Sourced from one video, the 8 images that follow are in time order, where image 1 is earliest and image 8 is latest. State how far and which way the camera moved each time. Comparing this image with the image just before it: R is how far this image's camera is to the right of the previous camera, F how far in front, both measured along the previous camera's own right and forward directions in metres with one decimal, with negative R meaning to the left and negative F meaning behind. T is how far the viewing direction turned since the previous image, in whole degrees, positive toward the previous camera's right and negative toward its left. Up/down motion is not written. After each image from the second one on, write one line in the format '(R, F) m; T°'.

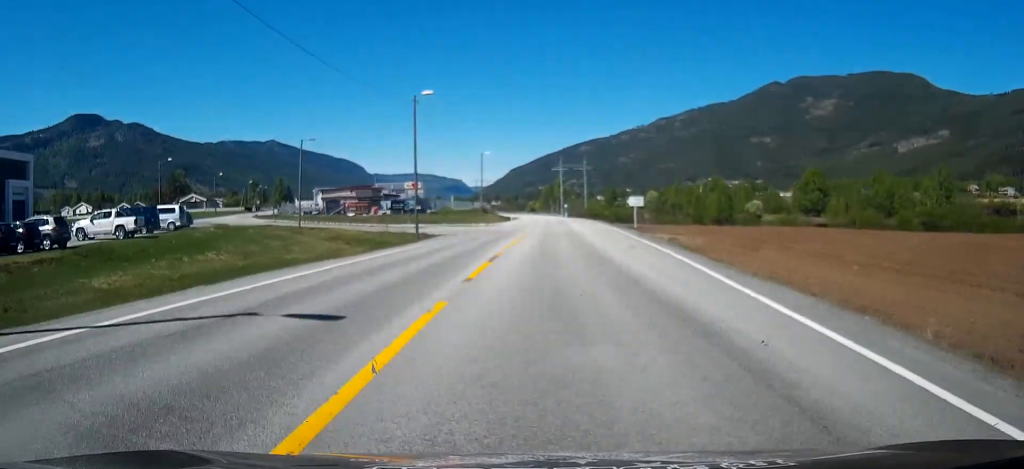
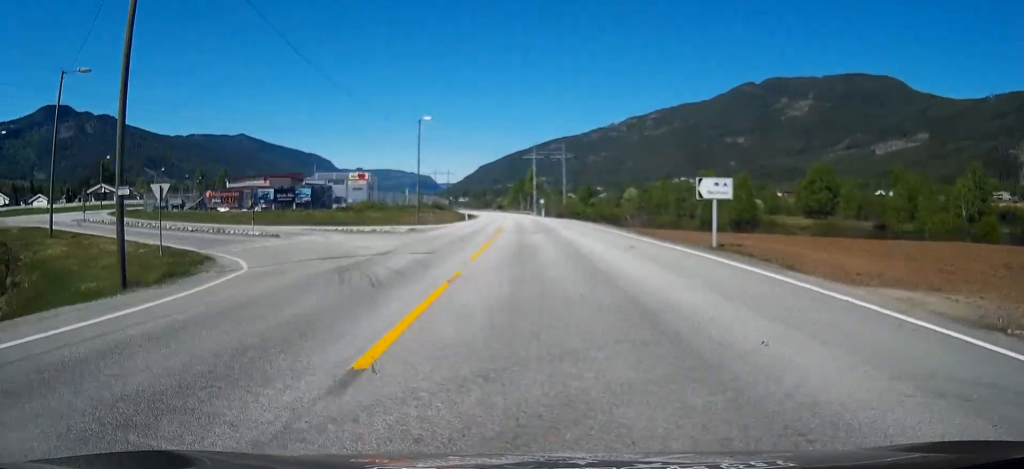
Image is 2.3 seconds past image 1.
(+0.9, +31.0) m; +3°
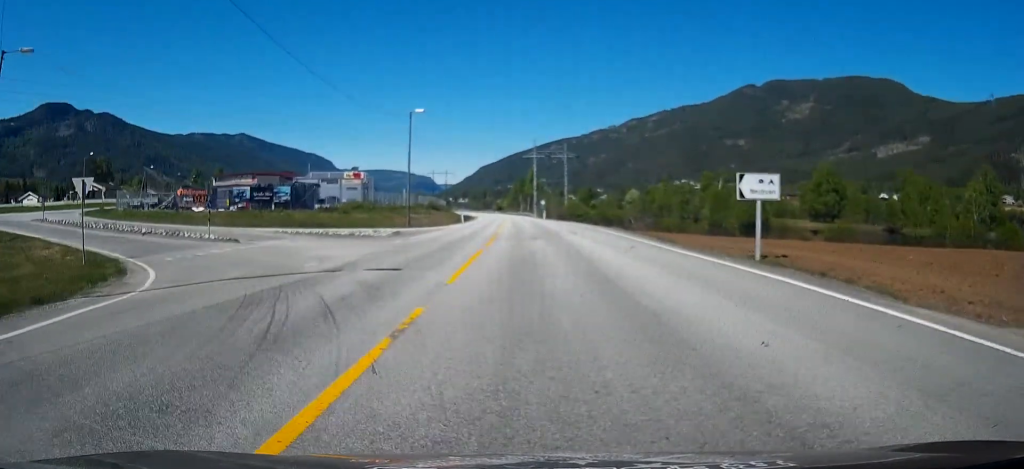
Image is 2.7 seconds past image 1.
(0.0, +4.9) m; 0°
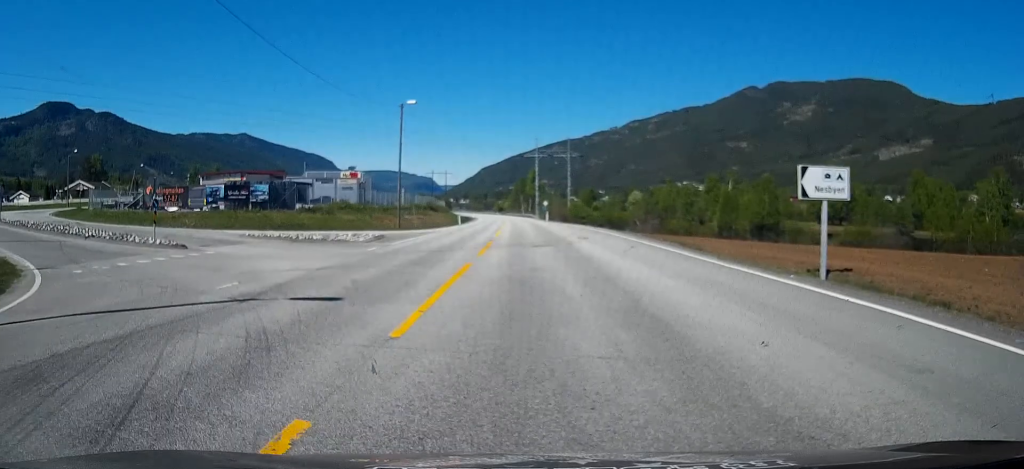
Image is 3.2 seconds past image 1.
(0.0, +4.8) m; -1°
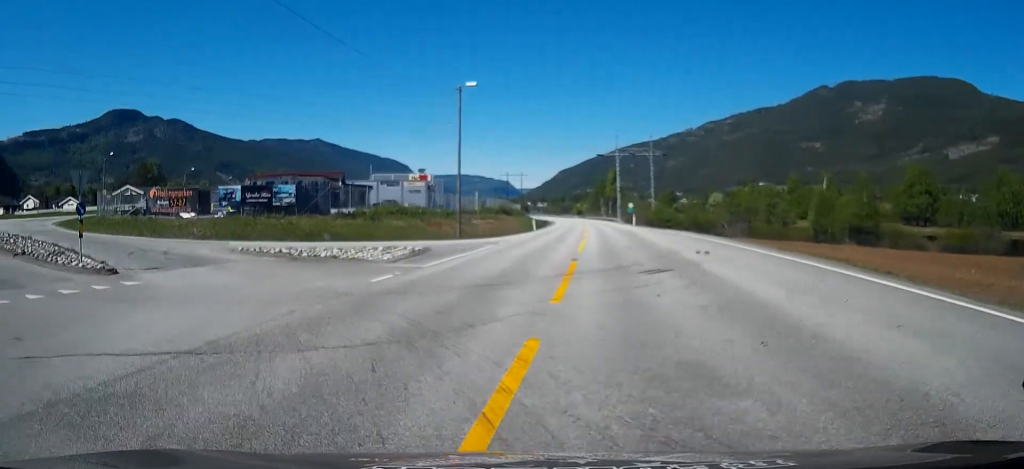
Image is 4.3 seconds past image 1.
(-0.1, +9.3) m; -14°
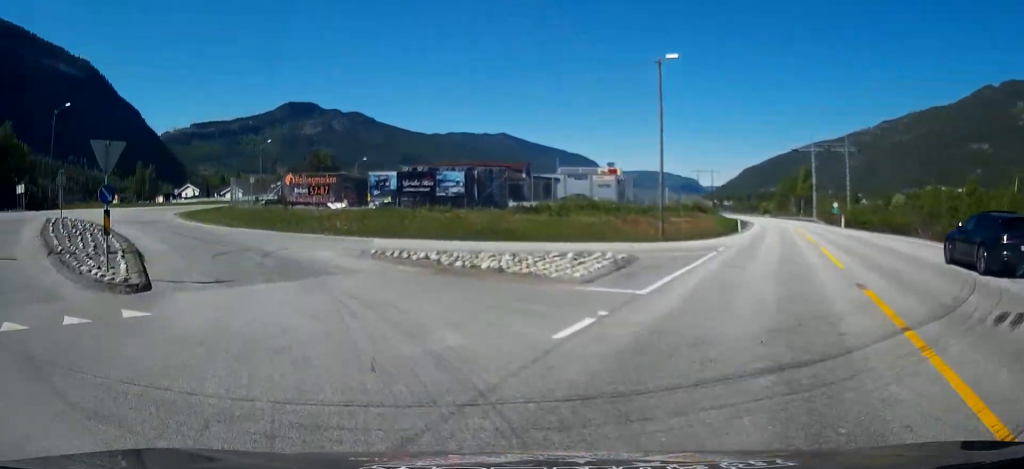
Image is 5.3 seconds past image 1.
(-1.7, +6.1) m; -19°
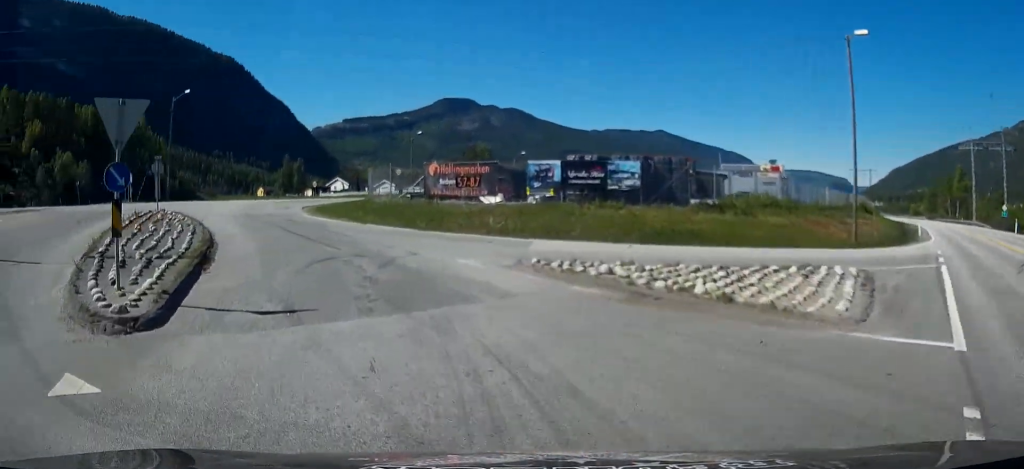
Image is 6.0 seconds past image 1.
(-0.3, +4.2) m; -7°
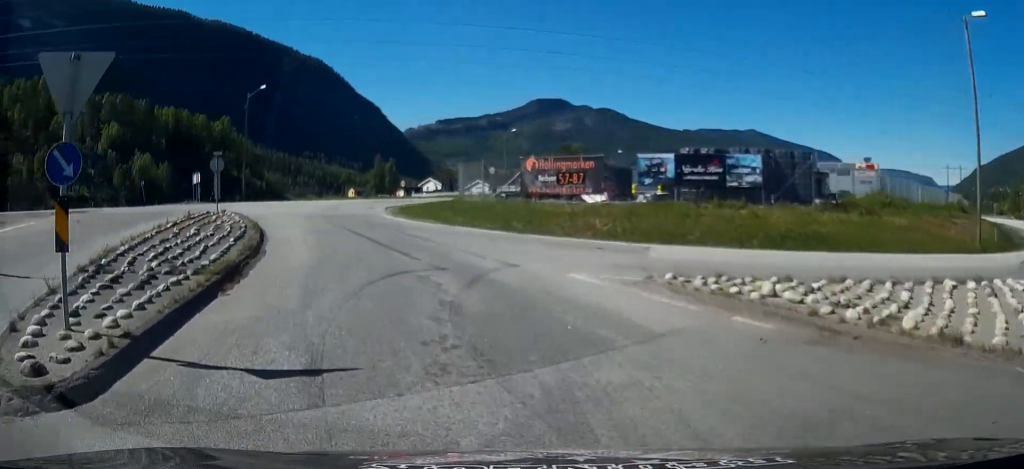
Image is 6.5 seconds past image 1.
(+0.1, +2.8) m; -3°
